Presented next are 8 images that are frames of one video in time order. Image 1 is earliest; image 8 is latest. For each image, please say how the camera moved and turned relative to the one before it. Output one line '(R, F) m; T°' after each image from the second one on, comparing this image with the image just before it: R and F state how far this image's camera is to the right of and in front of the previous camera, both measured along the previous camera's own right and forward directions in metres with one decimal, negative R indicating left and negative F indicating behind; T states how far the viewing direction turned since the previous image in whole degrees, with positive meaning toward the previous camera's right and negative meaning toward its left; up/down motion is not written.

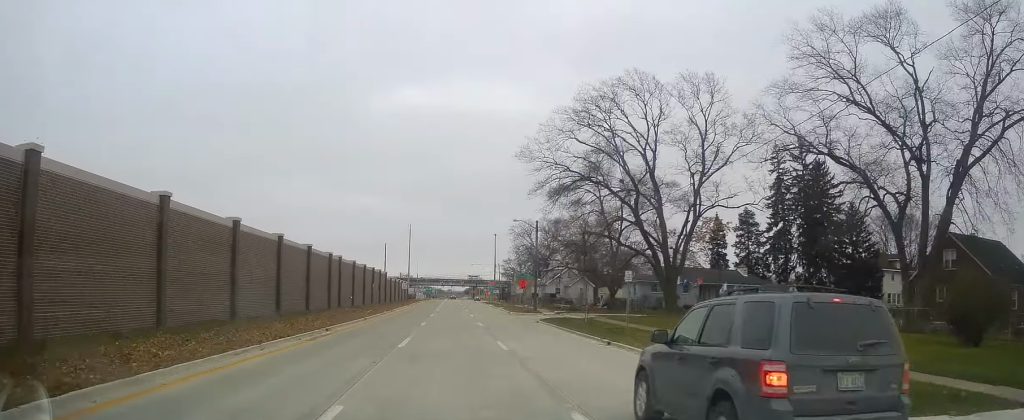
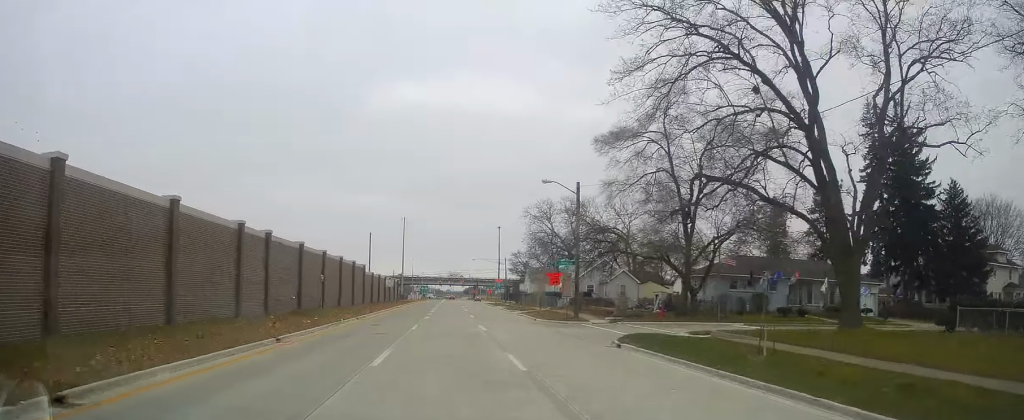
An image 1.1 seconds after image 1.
(0.0, +21.6) m; -1°
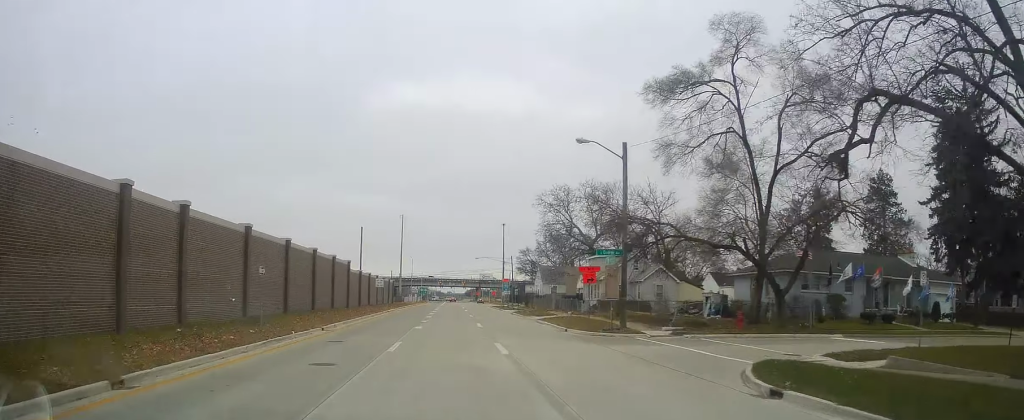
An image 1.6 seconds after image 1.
(-0.2, +11.5) m; 0°
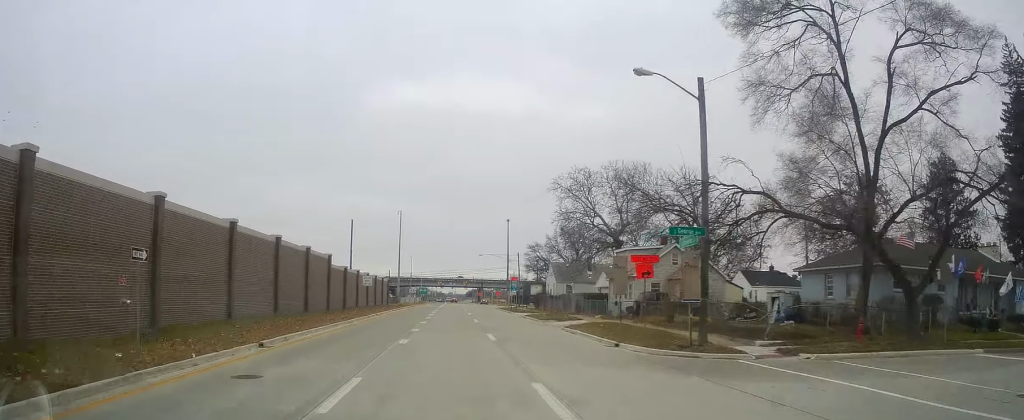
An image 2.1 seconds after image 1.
(-0.2, +10.1) m; 0°
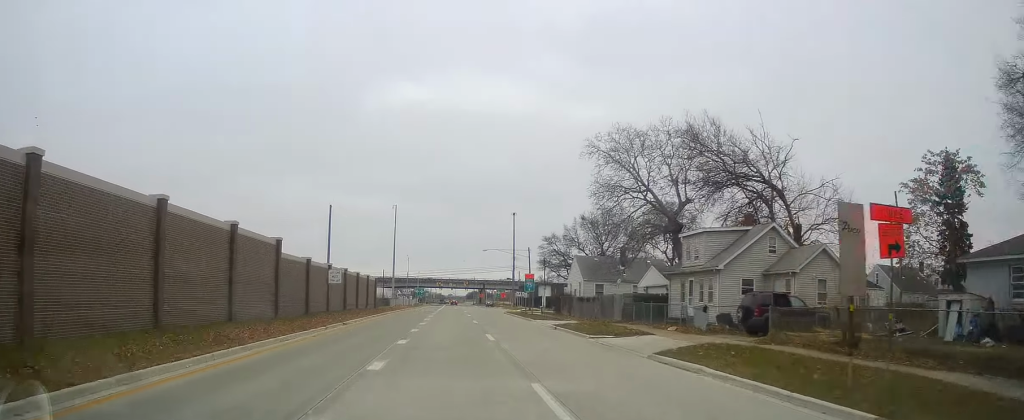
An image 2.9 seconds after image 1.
(+0.3, +15.3) m; -1°
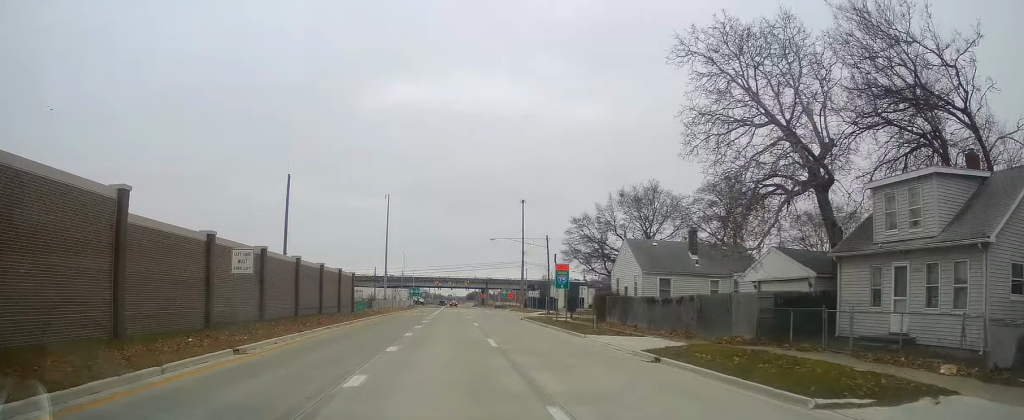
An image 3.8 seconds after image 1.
(-0.5, +18.6) m; 0°
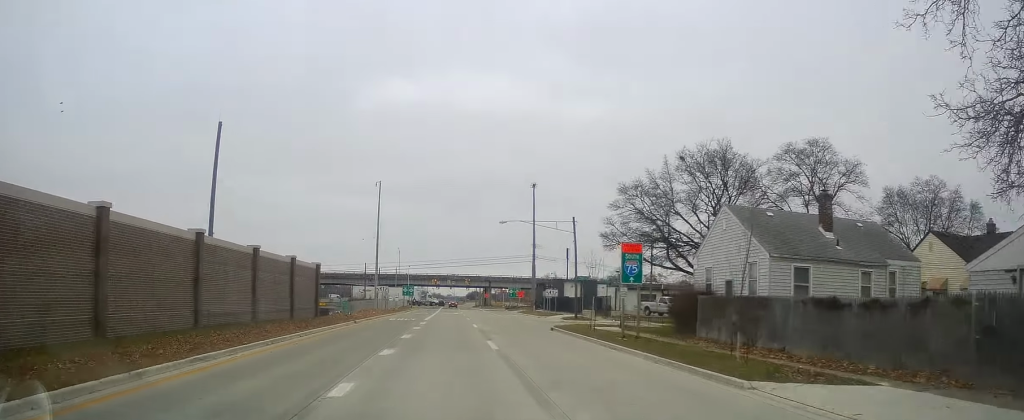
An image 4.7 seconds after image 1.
(+0.2, +16.9) m; 0°
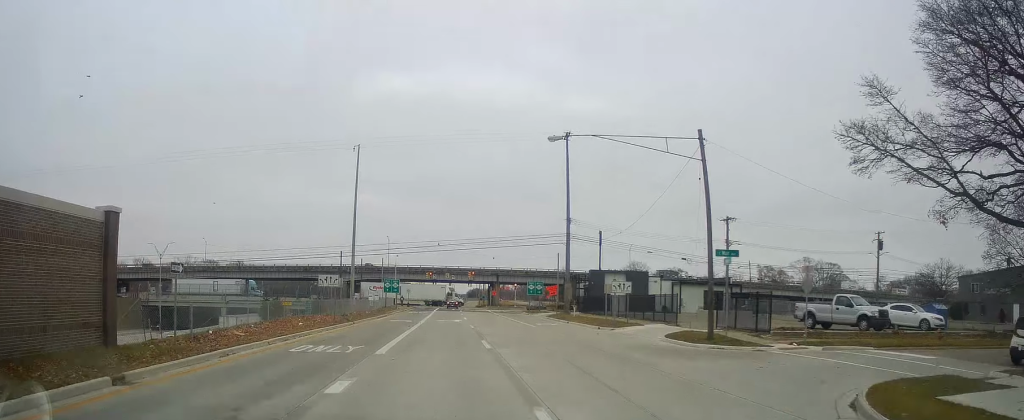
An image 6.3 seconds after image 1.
(-0.3, +30.5) m; 0°
